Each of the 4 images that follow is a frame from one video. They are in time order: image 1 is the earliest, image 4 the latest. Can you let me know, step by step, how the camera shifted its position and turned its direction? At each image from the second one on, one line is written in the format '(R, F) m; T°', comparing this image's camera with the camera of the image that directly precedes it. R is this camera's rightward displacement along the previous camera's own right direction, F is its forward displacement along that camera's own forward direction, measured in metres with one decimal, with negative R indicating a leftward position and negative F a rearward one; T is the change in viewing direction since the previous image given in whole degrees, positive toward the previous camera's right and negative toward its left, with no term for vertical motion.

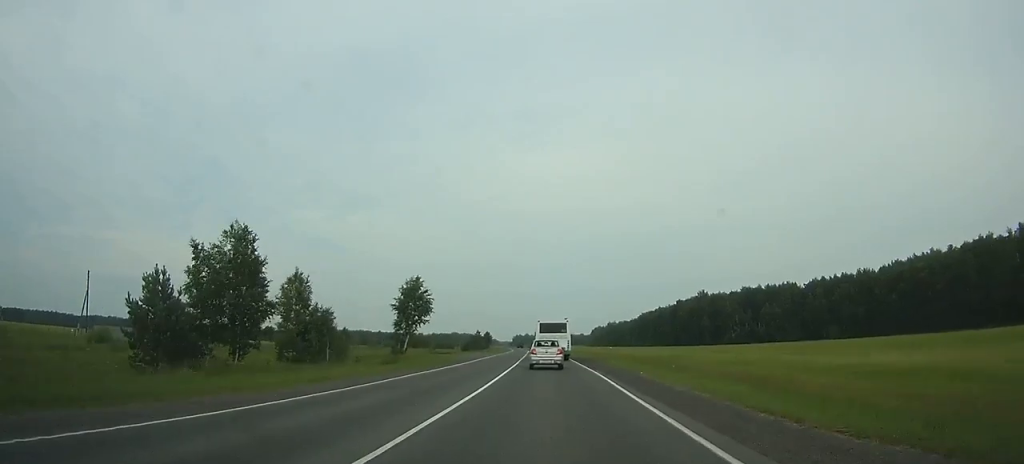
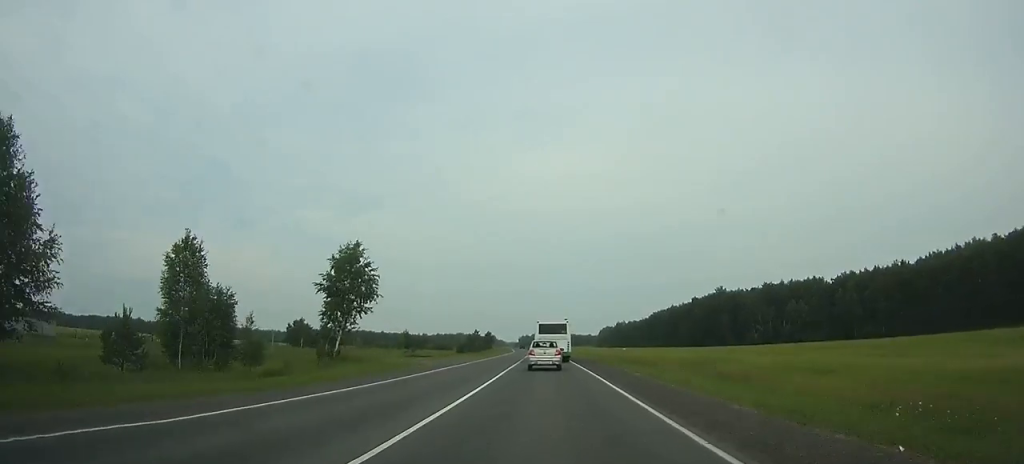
(-0.2, +19.4) m; 0°
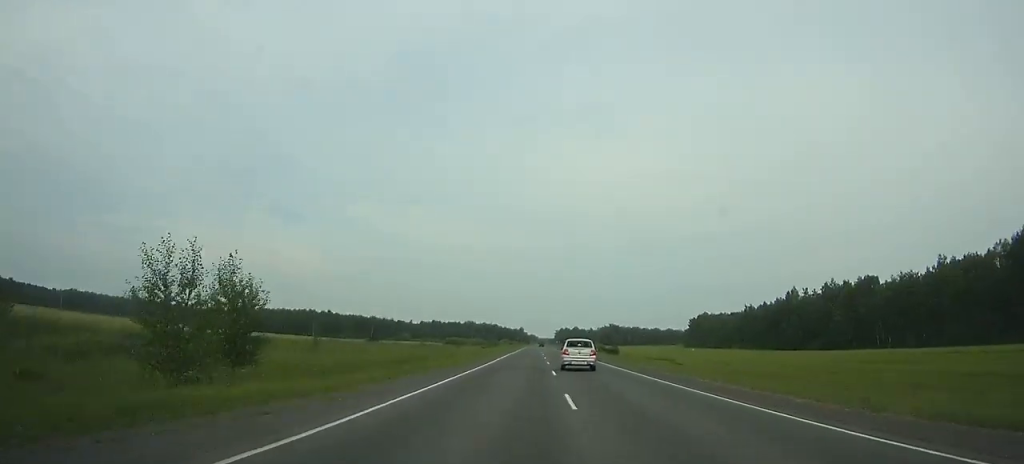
(-20.6, +312.0) m; -5°
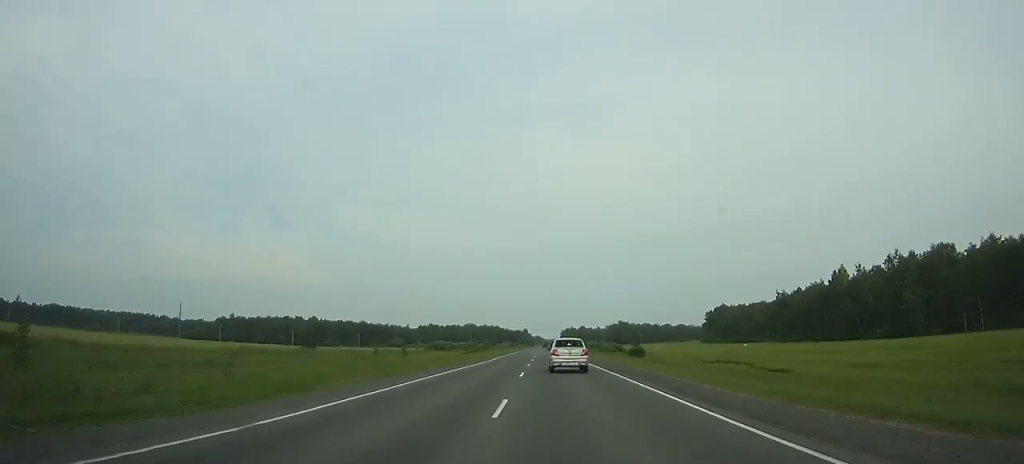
(+0.3, +39.7) m; 0°
